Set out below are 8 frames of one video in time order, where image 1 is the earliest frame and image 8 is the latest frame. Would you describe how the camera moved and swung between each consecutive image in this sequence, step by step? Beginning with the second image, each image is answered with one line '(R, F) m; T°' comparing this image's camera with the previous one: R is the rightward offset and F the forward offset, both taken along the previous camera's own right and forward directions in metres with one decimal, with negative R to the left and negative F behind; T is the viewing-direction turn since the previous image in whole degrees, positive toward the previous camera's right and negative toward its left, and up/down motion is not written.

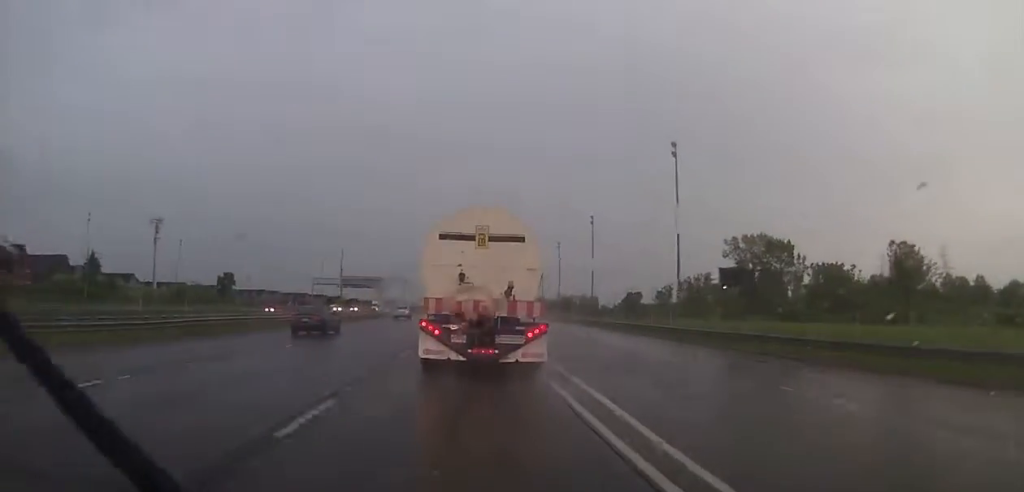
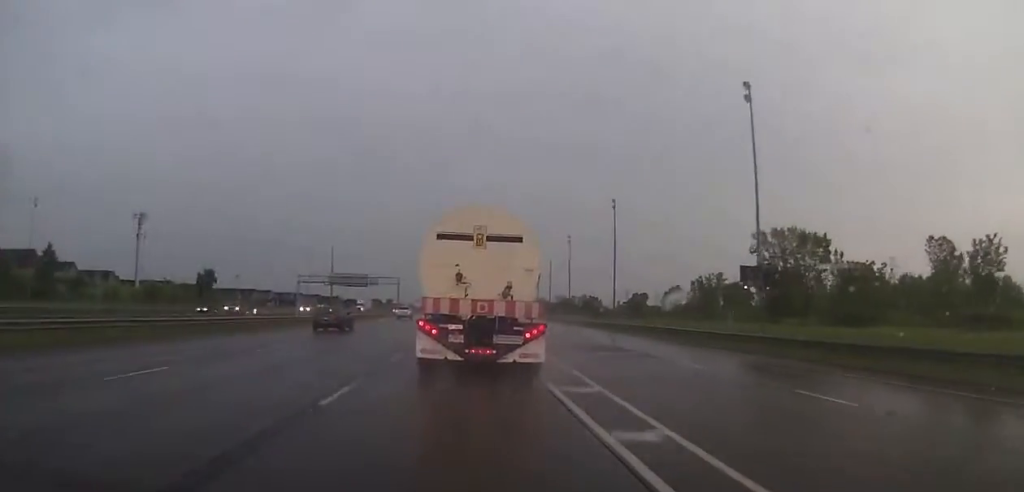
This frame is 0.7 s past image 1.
(-0.1, +15.4) m; 0°
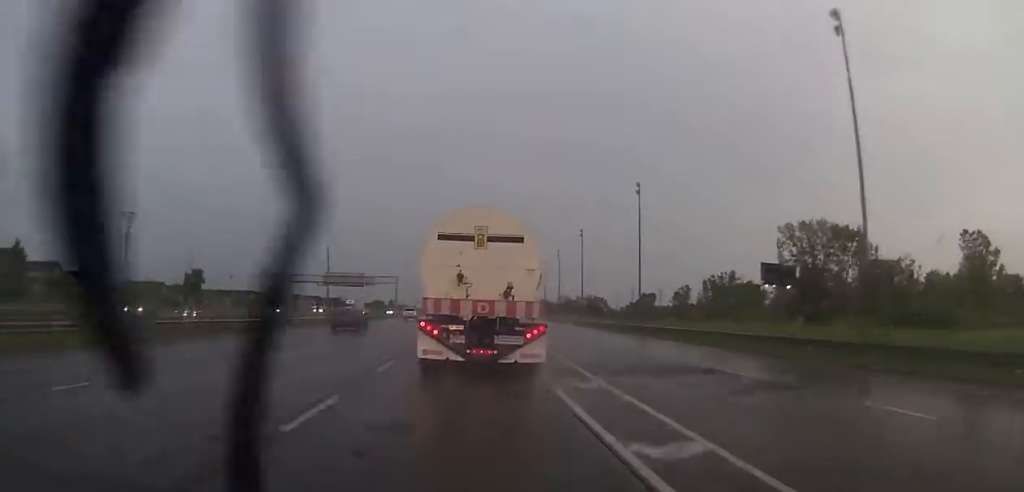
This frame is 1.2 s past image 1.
(-0.1, +11.0) m; 0°
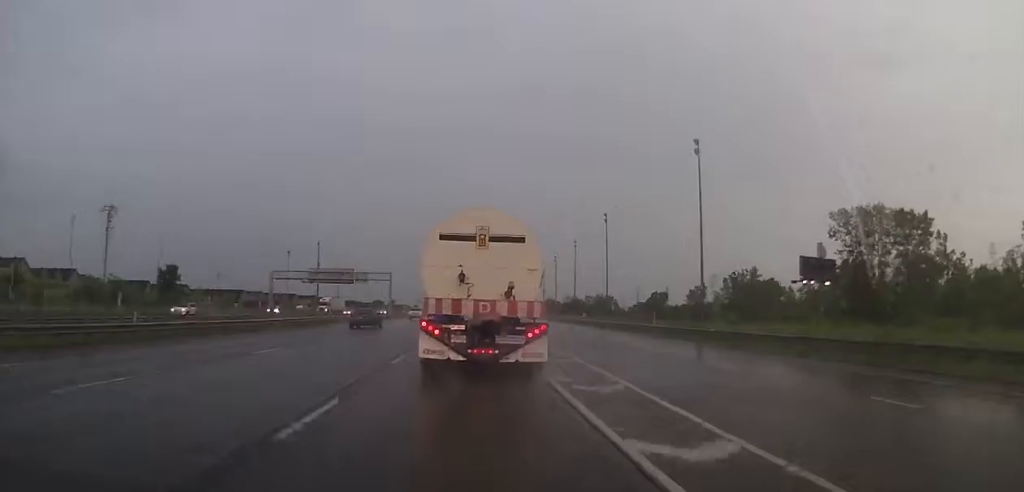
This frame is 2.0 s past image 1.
(+0.2, +18.5) m; 0°
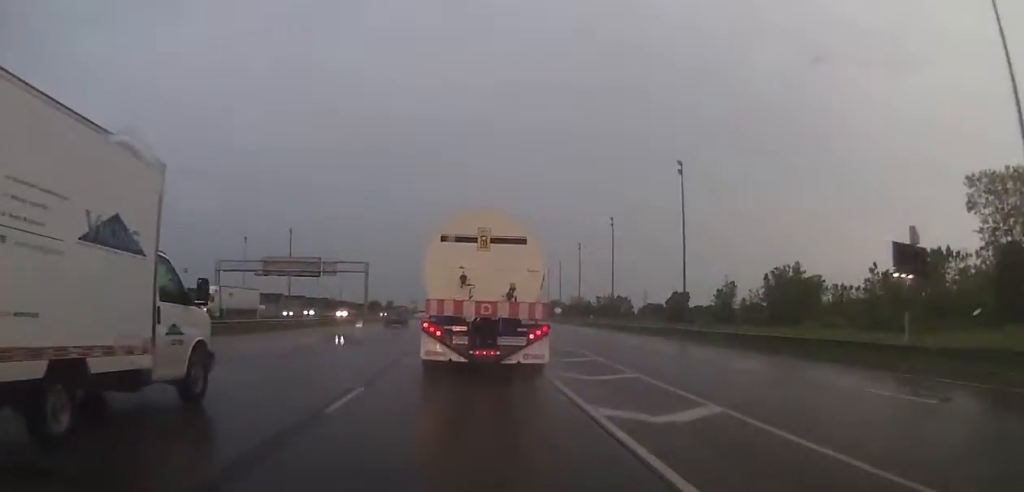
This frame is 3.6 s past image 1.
(-0.4, +34.0) m; -1°
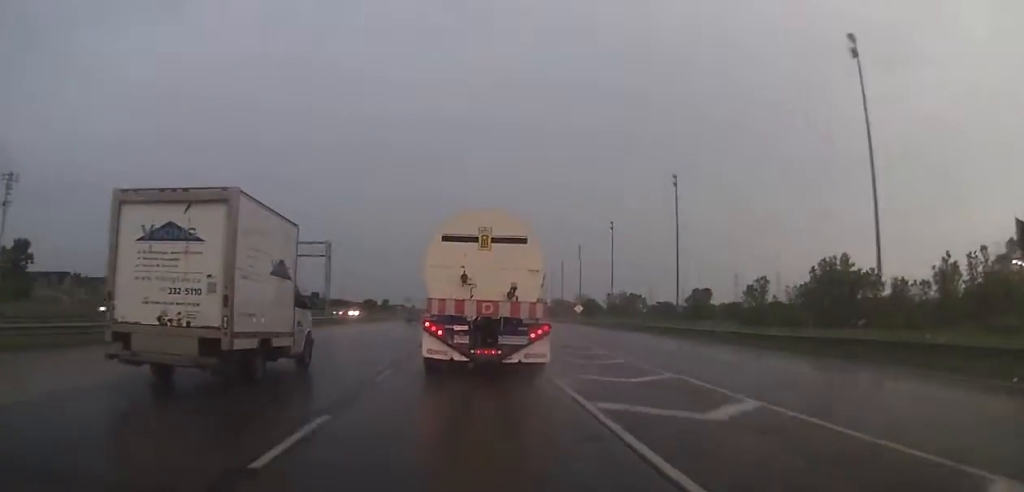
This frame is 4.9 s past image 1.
(0.0, +30.2) m; 0°
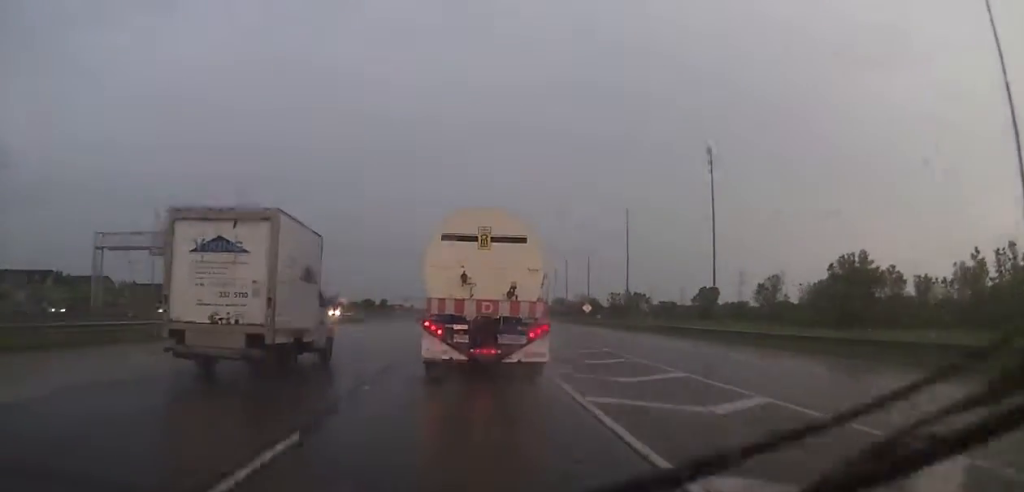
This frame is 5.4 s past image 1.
(0.0, +10.3) m; 0°
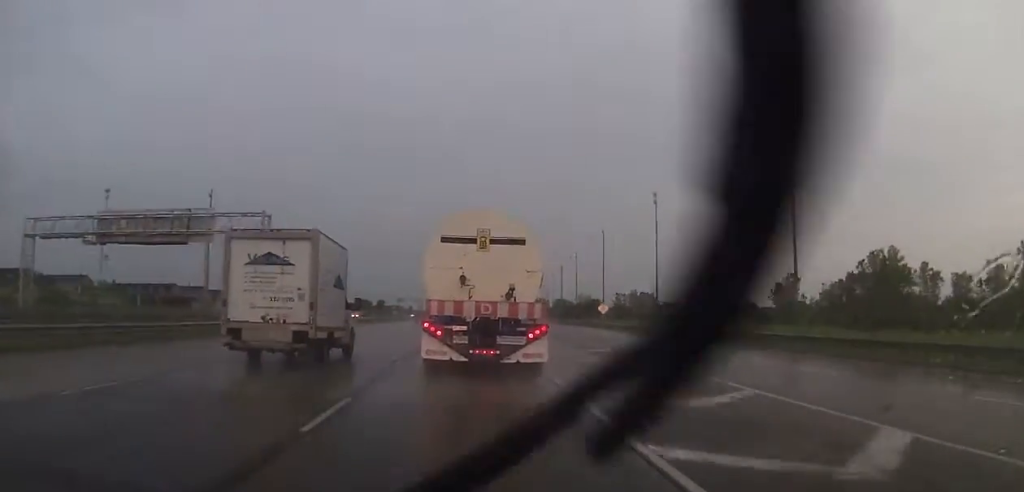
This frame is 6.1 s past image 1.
(-0.1, +14.7) m; +1°
